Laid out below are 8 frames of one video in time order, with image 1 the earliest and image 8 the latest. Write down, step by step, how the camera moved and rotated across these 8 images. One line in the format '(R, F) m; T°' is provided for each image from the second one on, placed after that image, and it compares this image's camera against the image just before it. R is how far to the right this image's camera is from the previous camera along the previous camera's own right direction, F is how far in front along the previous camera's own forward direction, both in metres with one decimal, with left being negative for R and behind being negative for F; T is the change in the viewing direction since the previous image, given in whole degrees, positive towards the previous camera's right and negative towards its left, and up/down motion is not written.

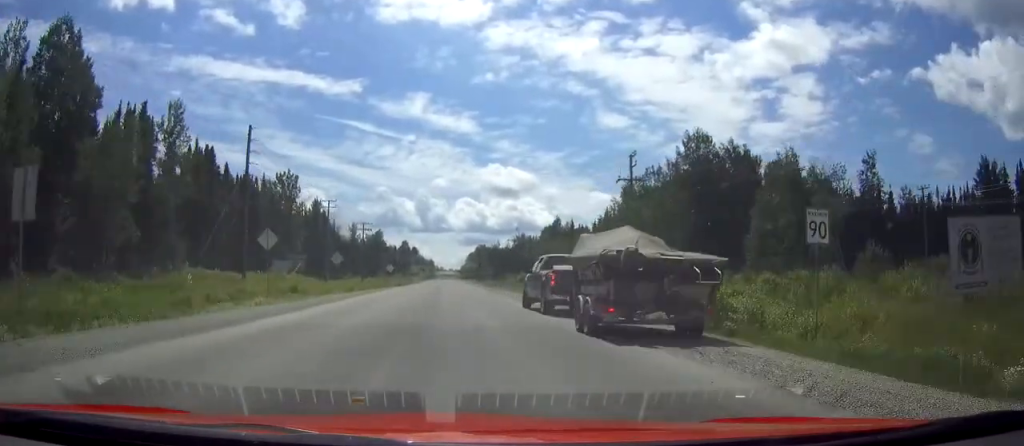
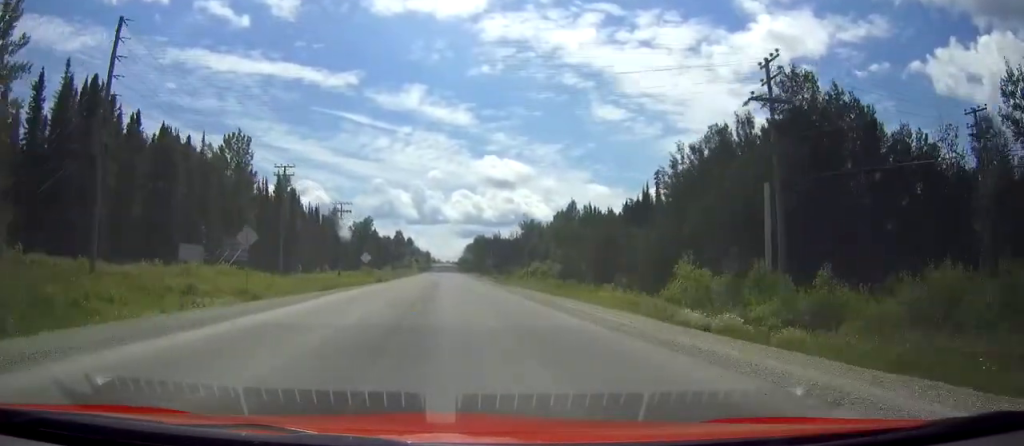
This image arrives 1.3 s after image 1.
(0.0, +27.1) m; 0°
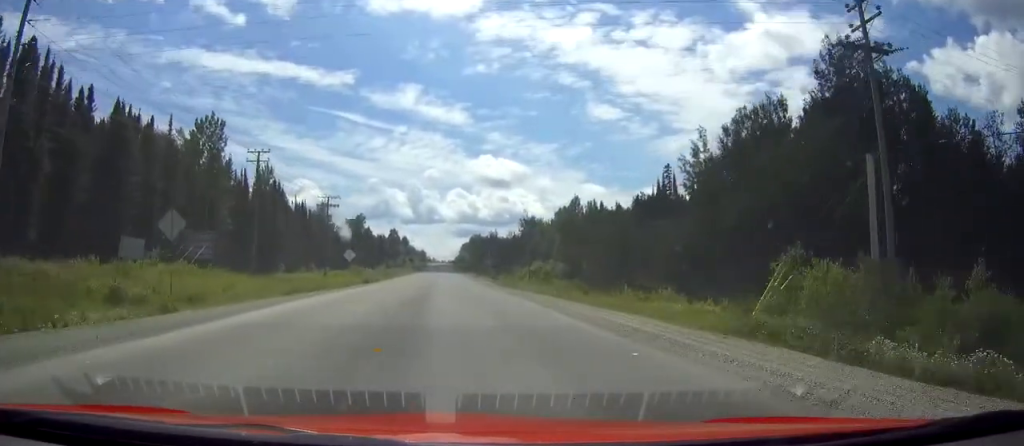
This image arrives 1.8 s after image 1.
(+0.1, +9.8) m; 0°
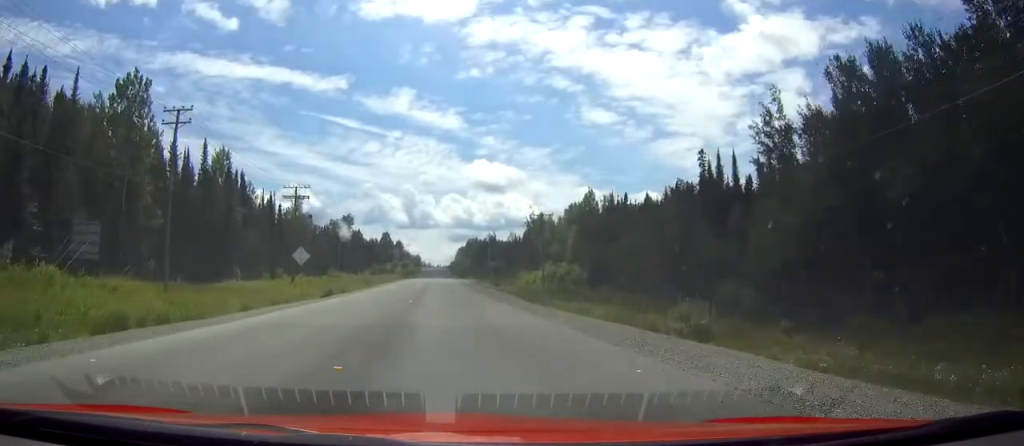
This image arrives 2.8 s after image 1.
(+0.1, +21.2) m; 0°
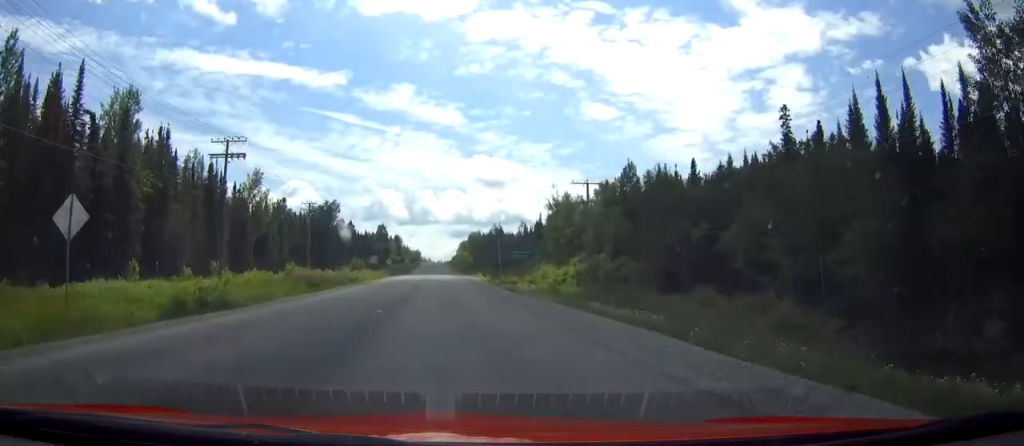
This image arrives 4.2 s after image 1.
(0.0, +29.9) m; 0°
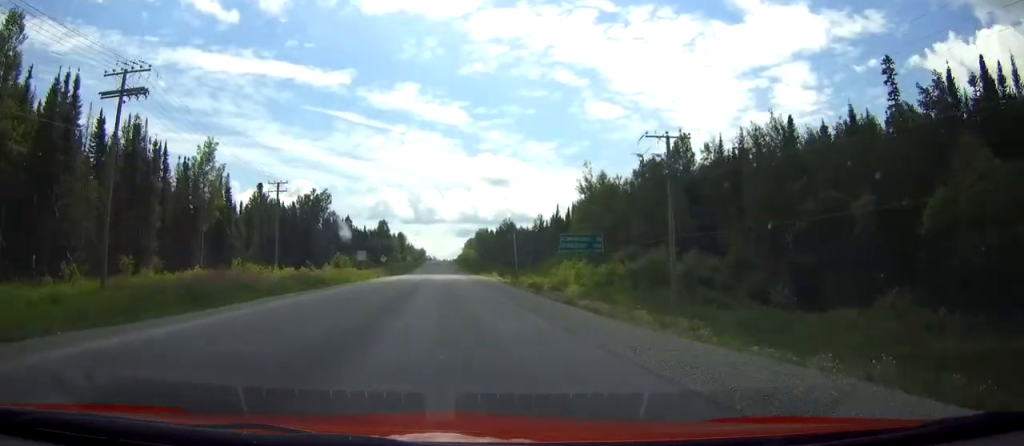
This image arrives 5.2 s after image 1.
(0.0, +22.7) m; 0°
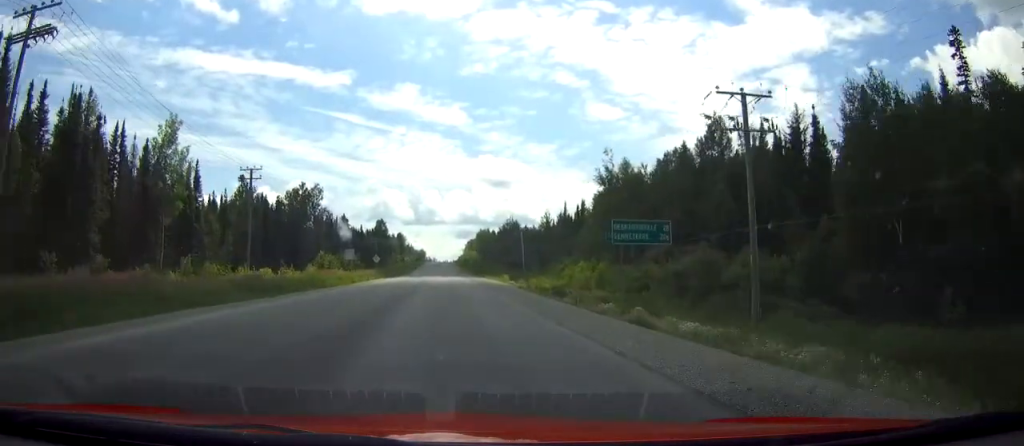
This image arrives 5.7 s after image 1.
(0.0, +11.6) m; 0°
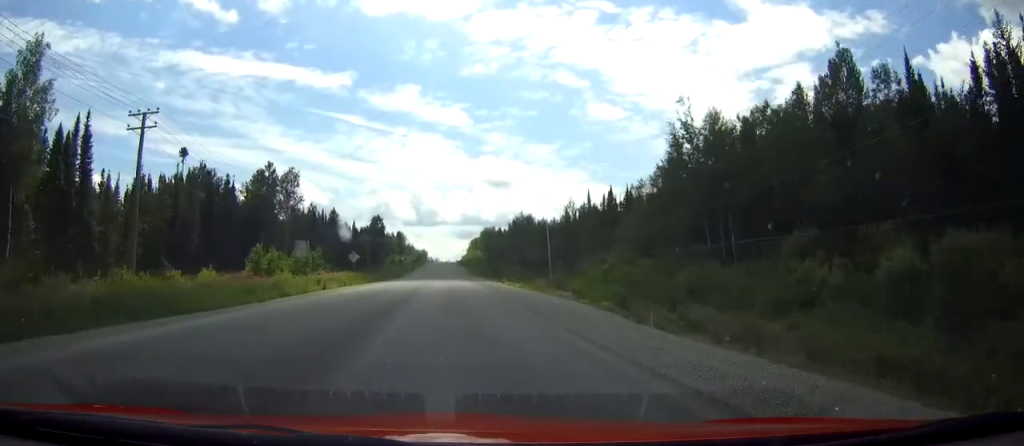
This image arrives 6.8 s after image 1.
(-0.1, +26.6) m; 0°
